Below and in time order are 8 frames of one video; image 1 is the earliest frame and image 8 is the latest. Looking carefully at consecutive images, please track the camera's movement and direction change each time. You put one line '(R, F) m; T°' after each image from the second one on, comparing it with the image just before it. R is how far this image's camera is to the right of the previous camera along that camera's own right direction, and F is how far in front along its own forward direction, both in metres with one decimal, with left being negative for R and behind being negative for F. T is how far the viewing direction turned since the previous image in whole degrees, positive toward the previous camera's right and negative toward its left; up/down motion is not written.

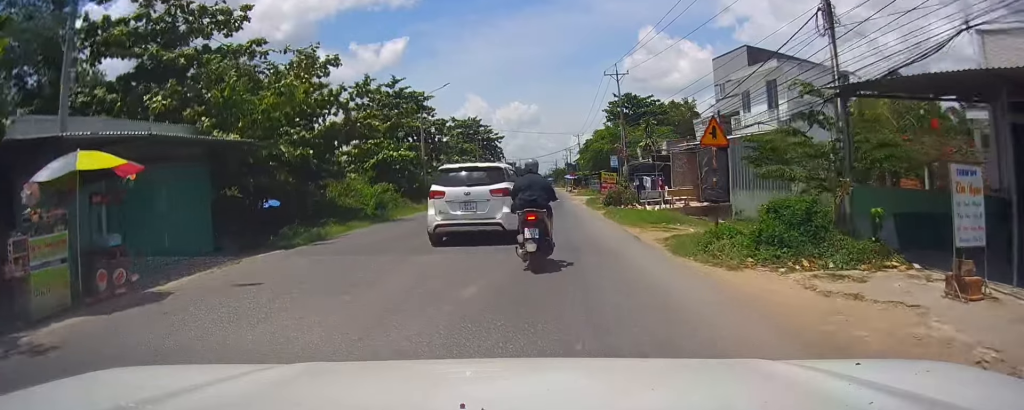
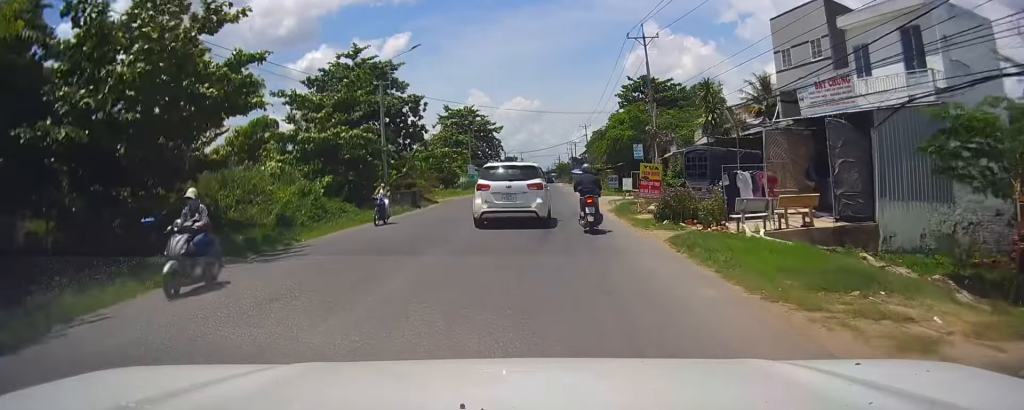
(+0.3, +12.9) m; +2°
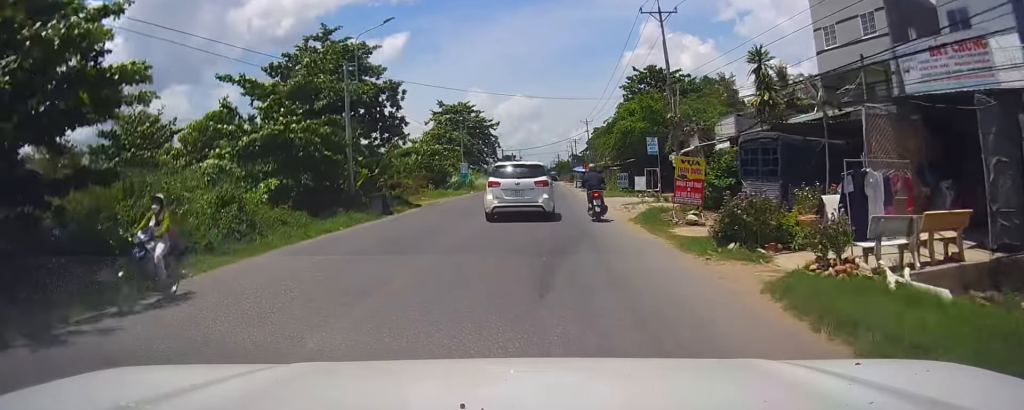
(+0.4, +6.5) m; -1°
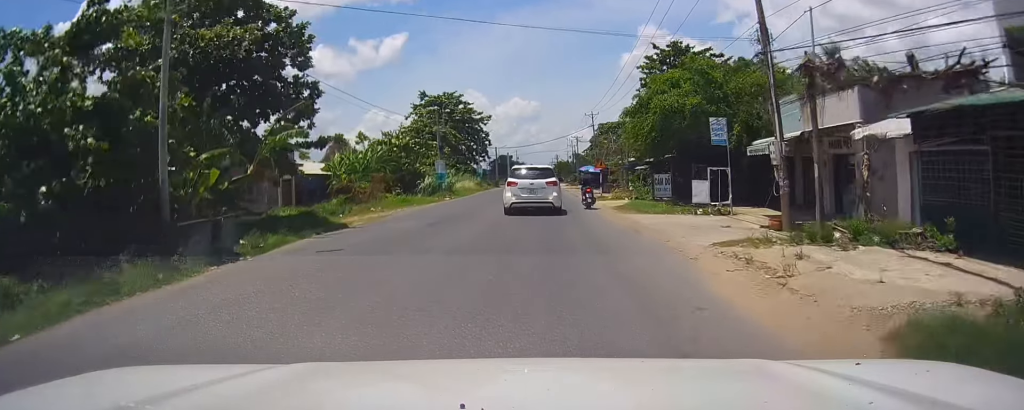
(-1.0, +15.2) m; -3°
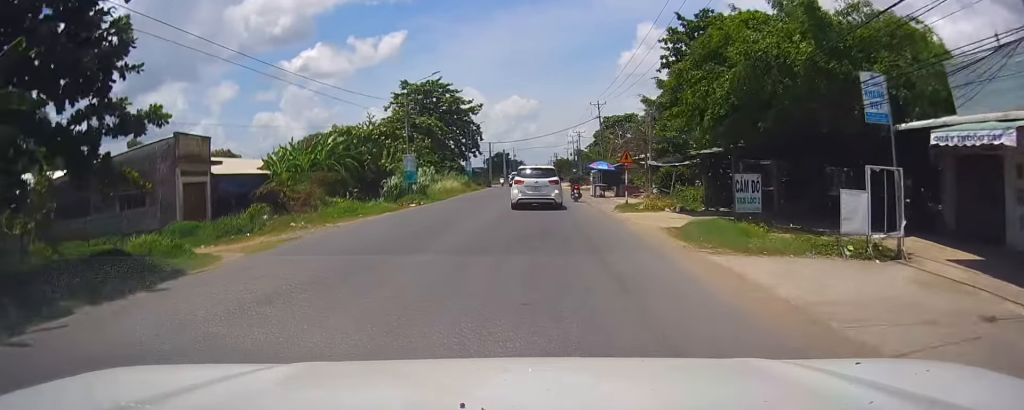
(+0.3, +12.5) m; +2°
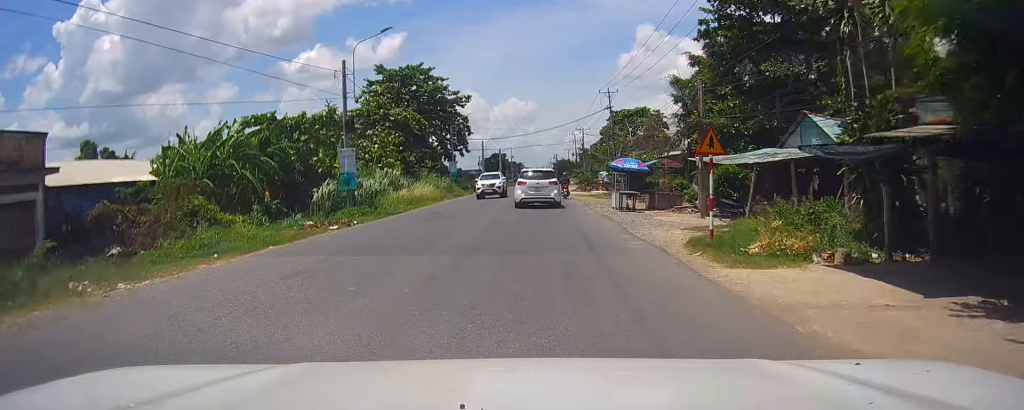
(0.0, +13.5) m; 0°
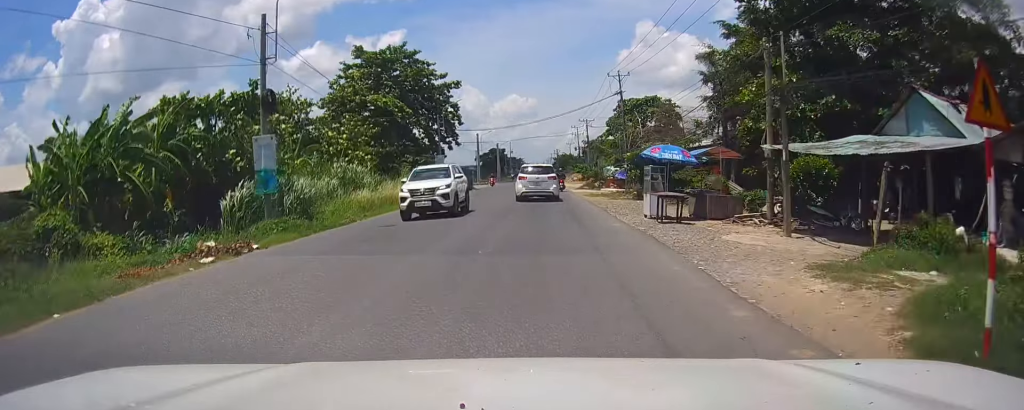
(0.0, +8.8) m; 0°
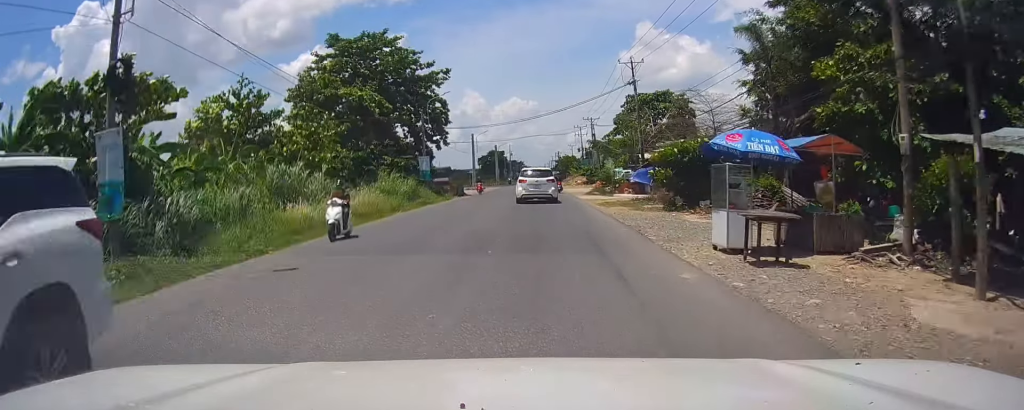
(+0.1, +8.1) m; 0°
